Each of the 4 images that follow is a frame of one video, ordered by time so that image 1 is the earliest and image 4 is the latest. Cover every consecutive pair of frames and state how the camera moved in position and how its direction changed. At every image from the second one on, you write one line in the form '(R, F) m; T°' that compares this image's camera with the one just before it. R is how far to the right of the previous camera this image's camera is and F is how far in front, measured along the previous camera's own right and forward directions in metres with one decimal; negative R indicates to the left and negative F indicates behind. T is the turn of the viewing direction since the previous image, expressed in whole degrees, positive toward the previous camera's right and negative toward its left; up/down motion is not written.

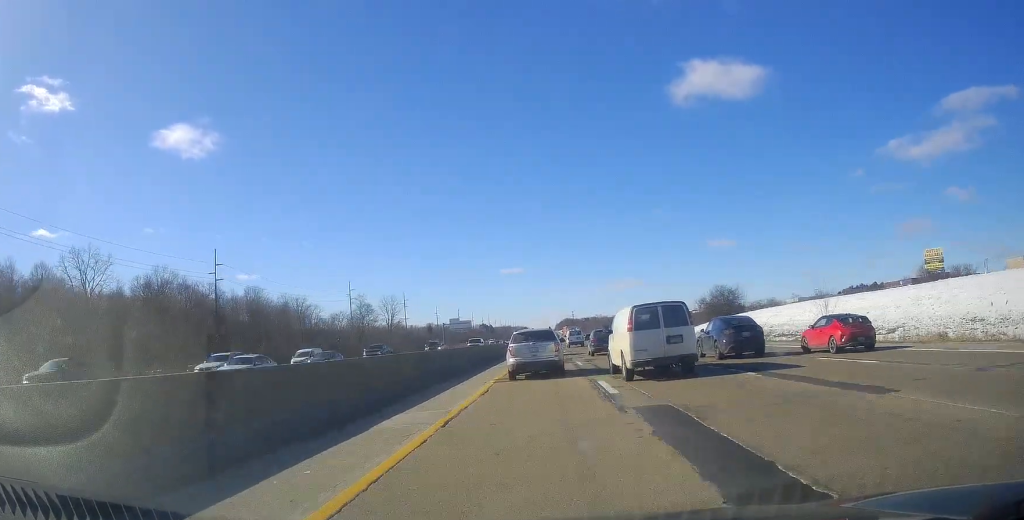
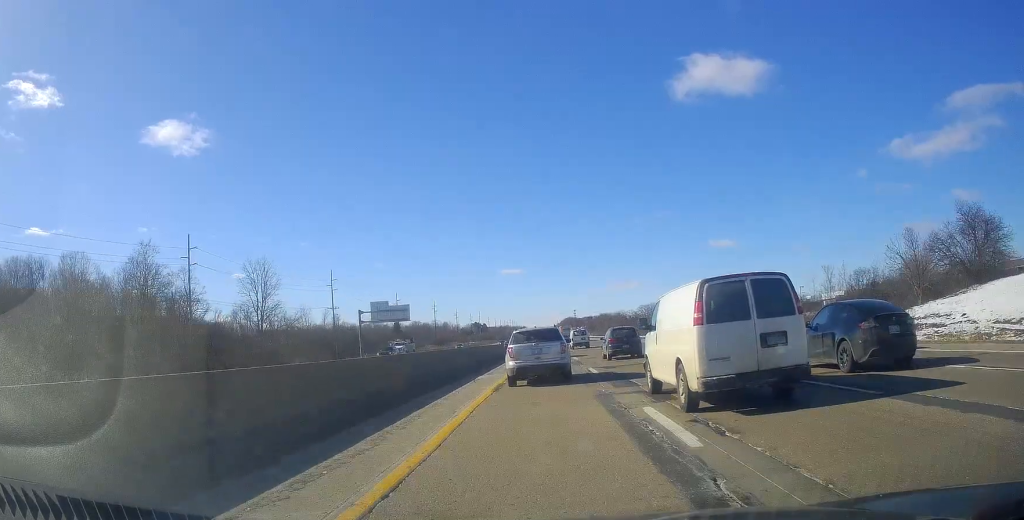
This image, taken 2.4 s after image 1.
(+0.2, +83.3) m; 0°
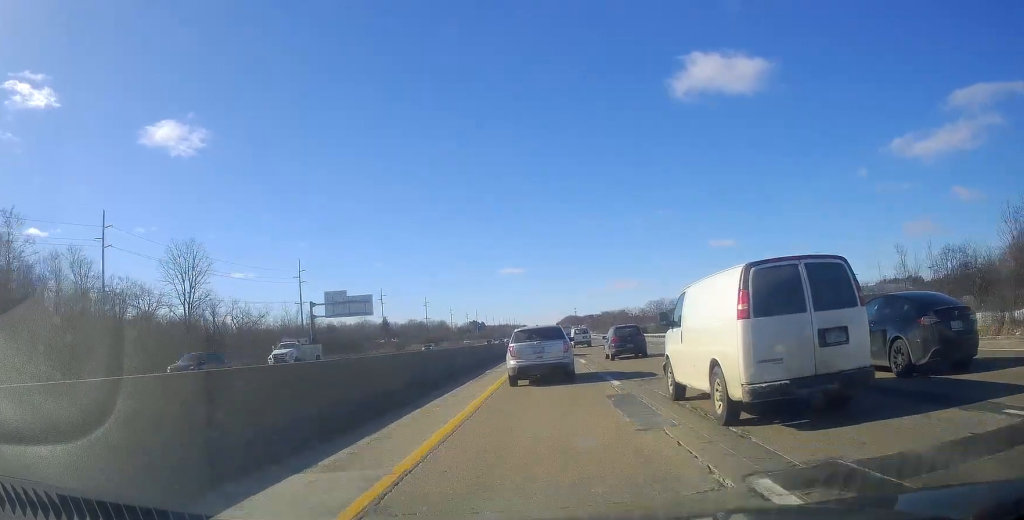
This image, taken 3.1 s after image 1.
(-0.2, +21.7) m; 0°
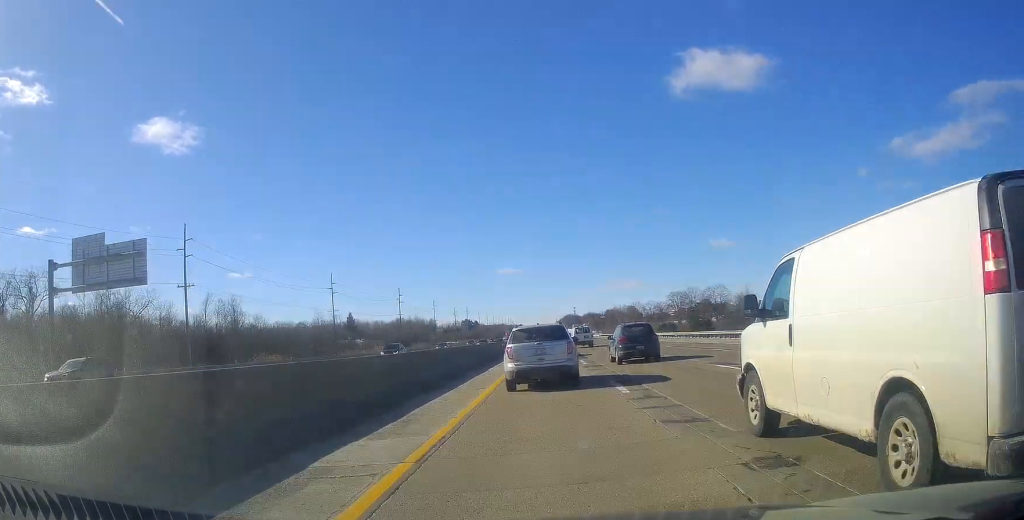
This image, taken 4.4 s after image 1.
(+0.8, +47.3) m; +1°
